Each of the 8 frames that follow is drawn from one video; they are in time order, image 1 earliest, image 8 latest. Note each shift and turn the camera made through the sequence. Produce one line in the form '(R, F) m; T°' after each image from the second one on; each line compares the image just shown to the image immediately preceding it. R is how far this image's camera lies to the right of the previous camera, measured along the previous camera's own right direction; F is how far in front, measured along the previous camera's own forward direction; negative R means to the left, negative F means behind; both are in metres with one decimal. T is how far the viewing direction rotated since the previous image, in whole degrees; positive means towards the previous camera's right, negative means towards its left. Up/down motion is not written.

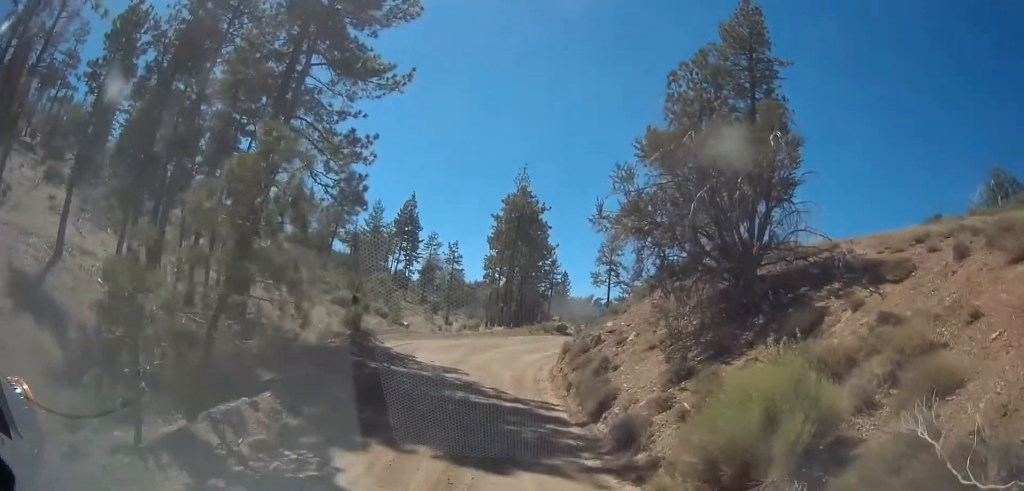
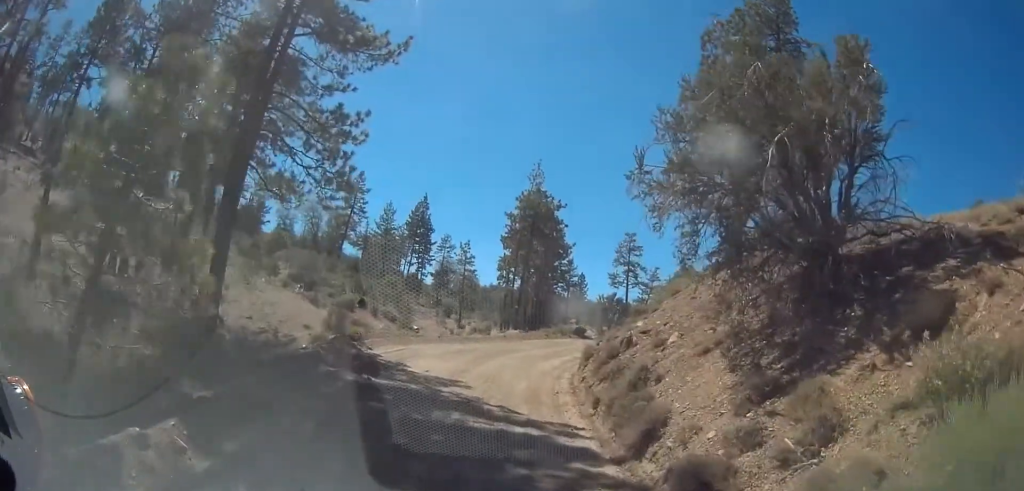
(+0.2, +2.9) m; 0°
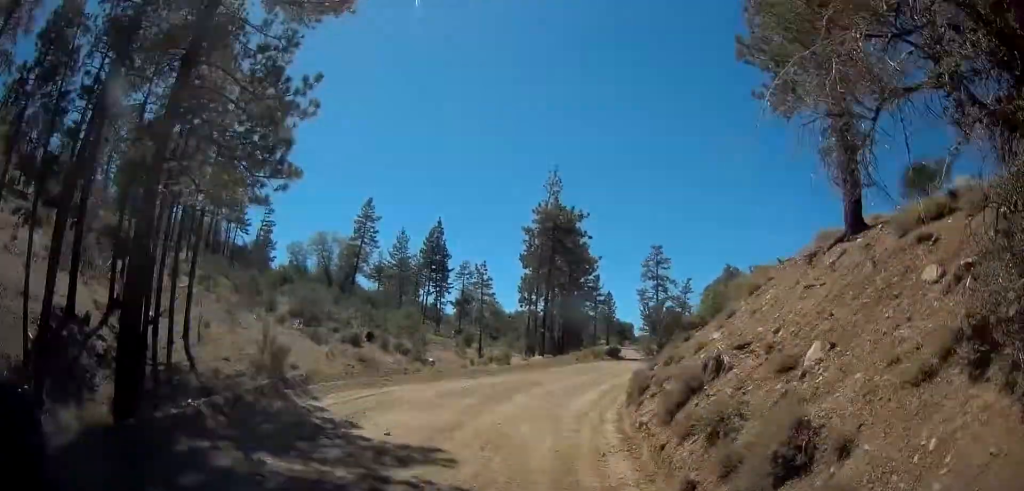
(0.0, +5.3) m; -2°
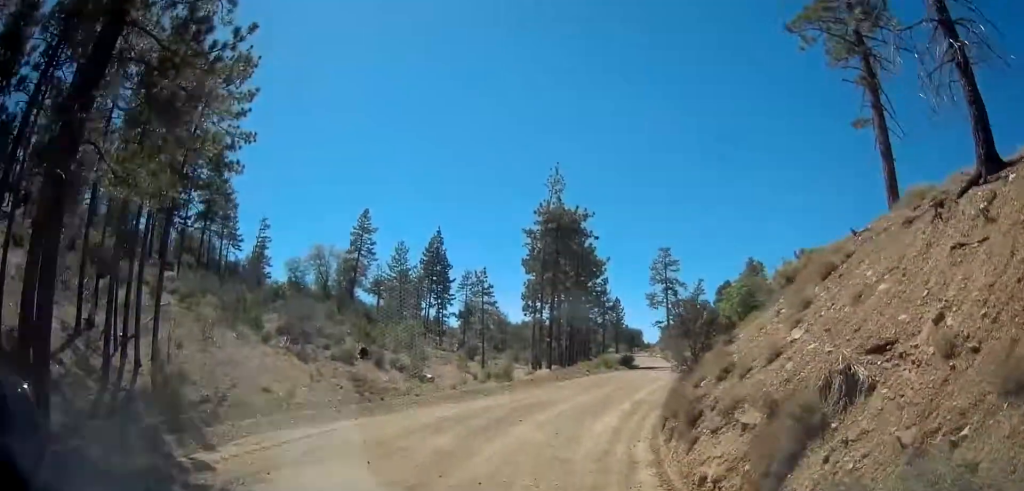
(-0.1, +3.7) m; -1°
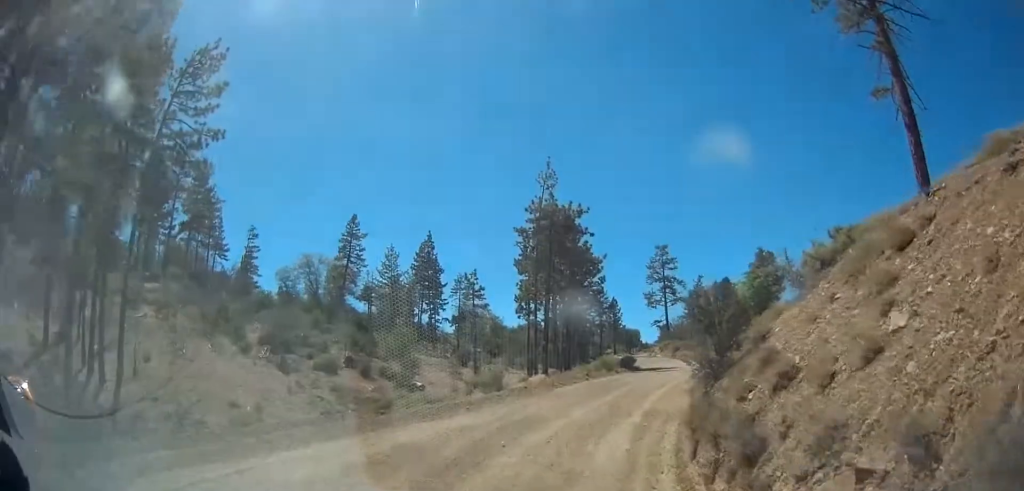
(0.0, +2.8) m; +1°
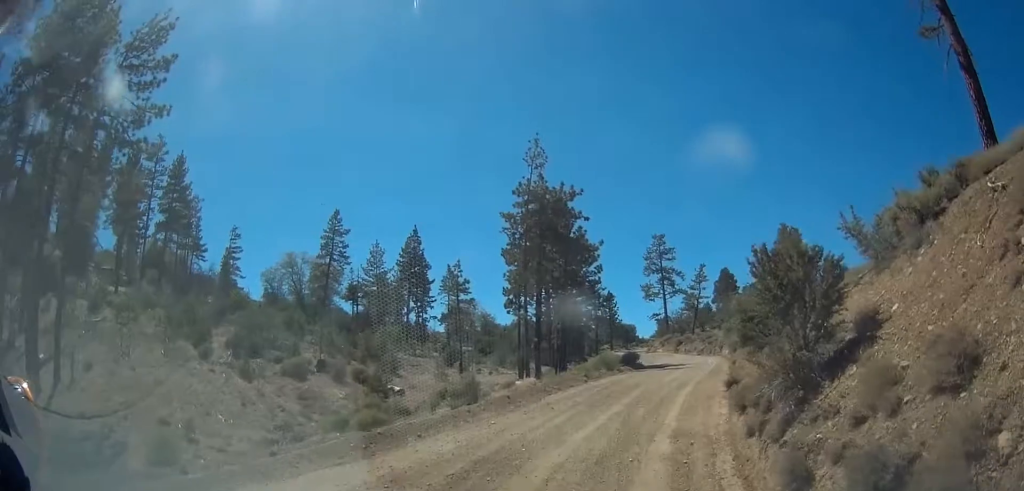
(+0.1, +4.7) m; 0°
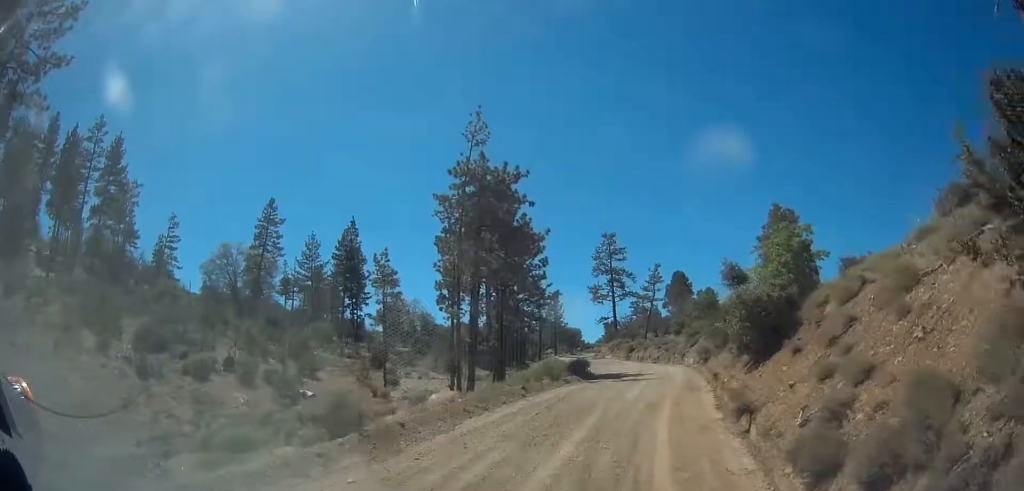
(0.0, +5.7) m; +1°
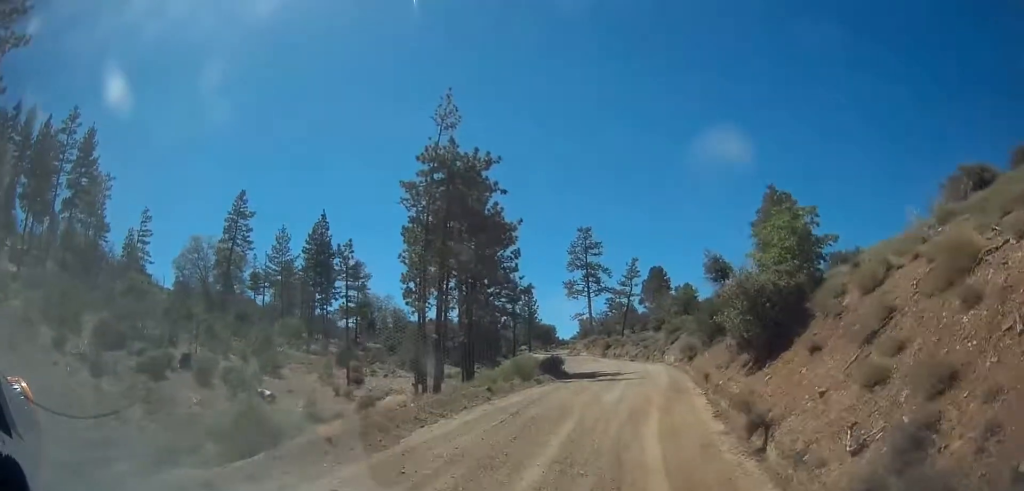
(0.0, +2.3) m; +1°
